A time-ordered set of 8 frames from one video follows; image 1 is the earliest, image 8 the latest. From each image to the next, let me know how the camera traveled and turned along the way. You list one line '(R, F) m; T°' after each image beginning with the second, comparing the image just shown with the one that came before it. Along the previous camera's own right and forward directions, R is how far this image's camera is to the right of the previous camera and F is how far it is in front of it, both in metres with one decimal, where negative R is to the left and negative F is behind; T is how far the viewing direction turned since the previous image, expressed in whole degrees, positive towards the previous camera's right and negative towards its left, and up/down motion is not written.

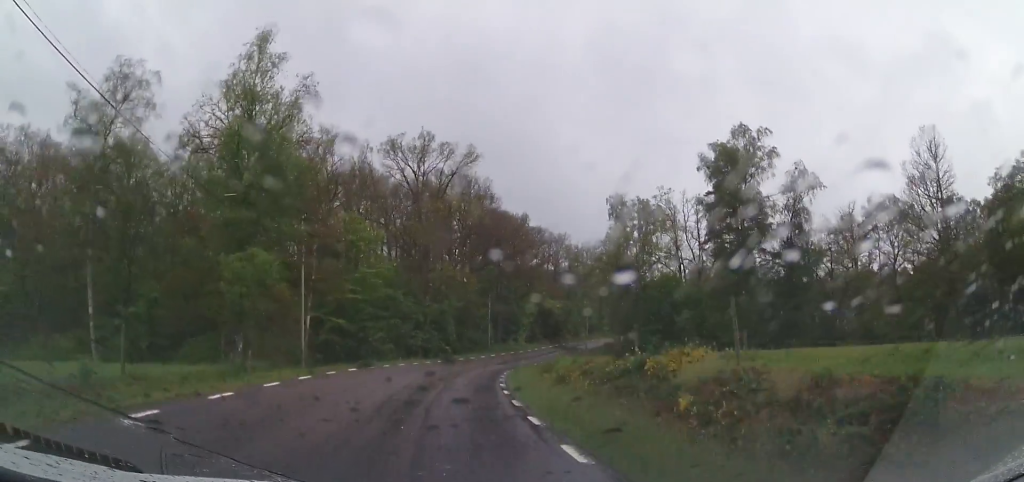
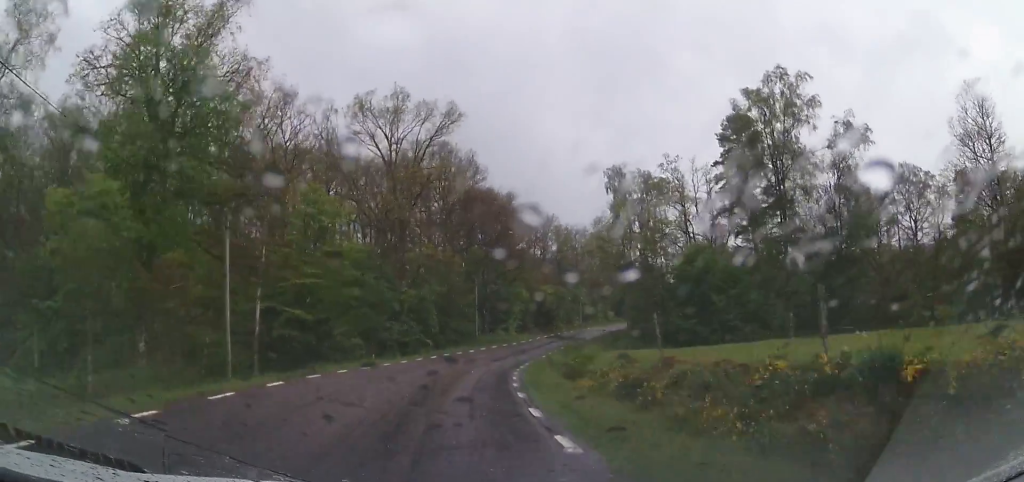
(0.0, +7.6) m; +2°
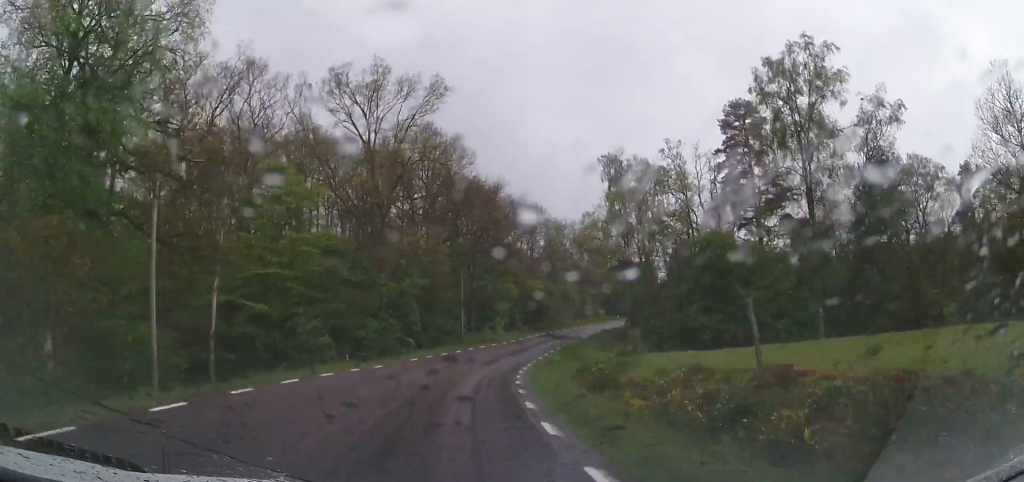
(0.0, +4.2) m; +2°
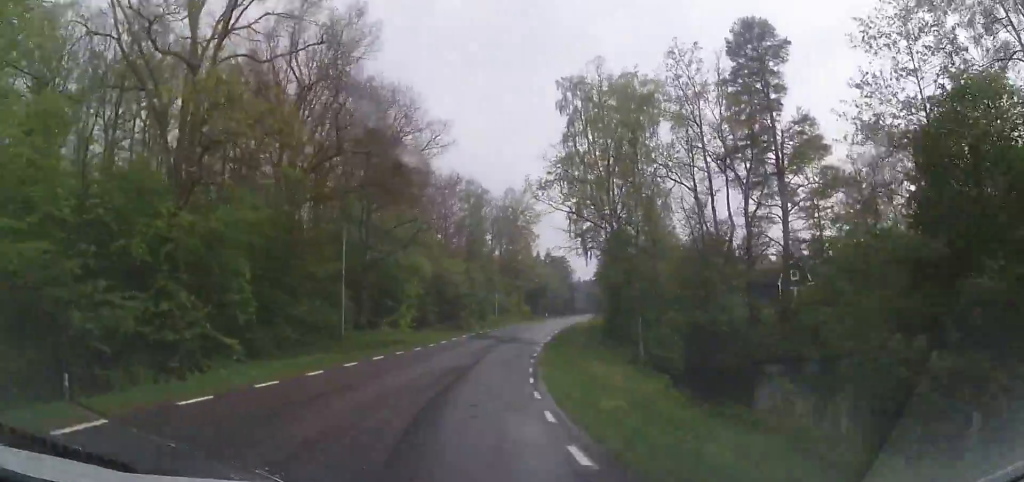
(+1.5, +20.1) m; +9°
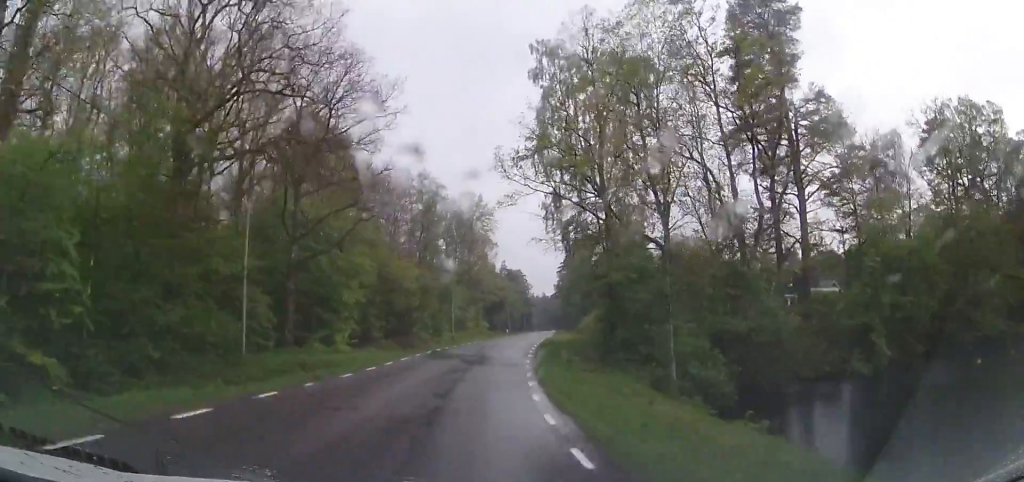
(+0.1, +8.3) m; +3°
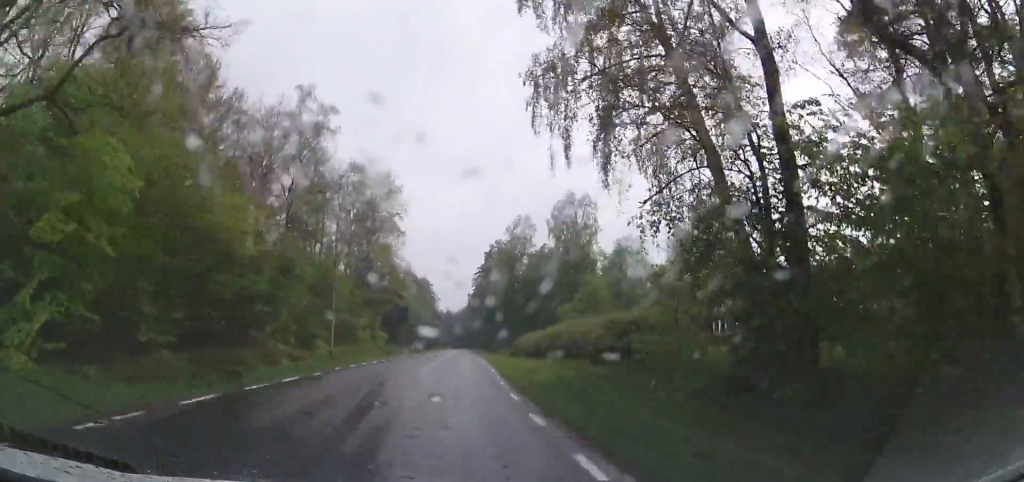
(+1.7, +21.0) m; +9°
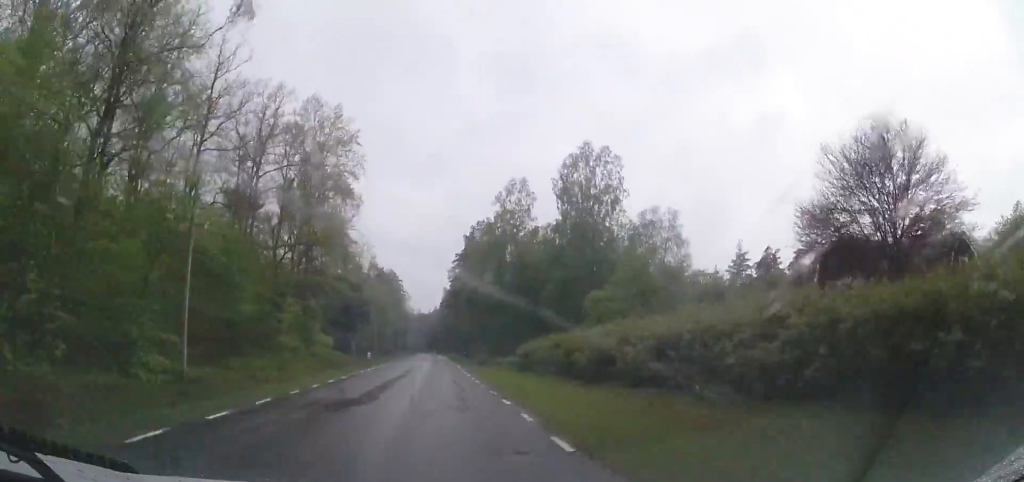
(+1.3, +20.0) m; +7°
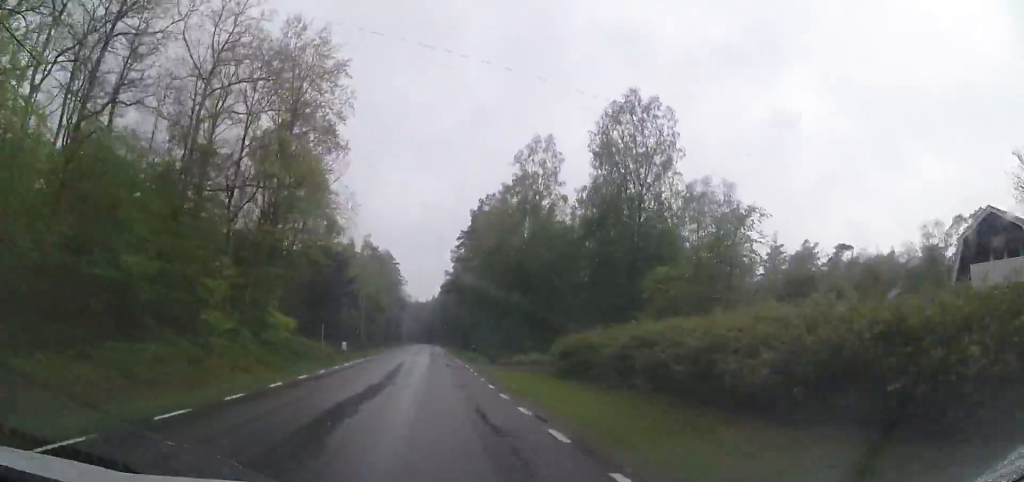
(+0.4, +12.6) m; +3°
